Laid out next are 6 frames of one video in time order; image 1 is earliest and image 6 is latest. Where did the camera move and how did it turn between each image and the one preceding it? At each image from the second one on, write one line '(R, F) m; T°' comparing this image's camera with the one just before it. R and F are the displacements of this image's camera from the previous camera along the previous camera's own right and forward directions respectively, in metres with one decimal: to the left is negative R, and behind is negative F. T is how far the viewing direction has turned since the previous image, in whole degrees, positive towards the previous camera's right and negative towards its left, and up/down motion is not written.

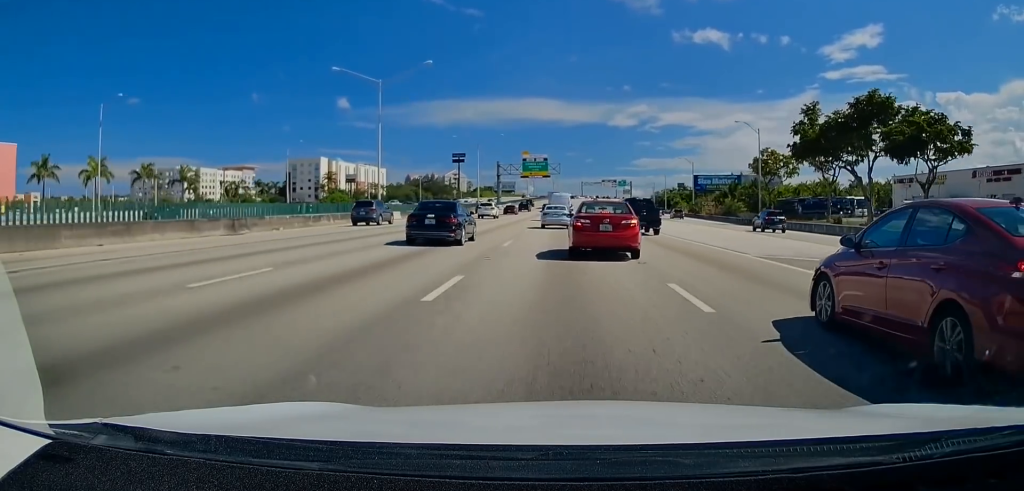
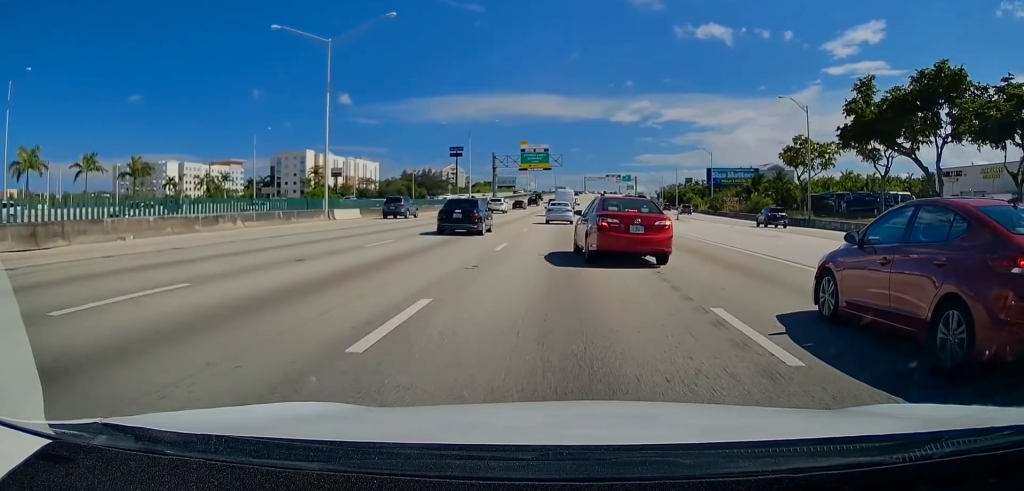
(0.0, +15.0) m; +1°
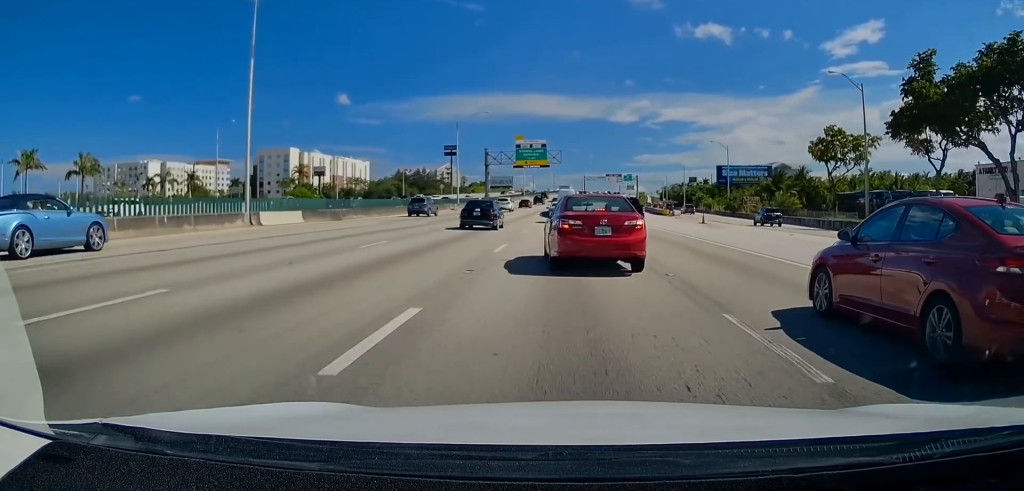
(+0.2, +12.5) m; 0°
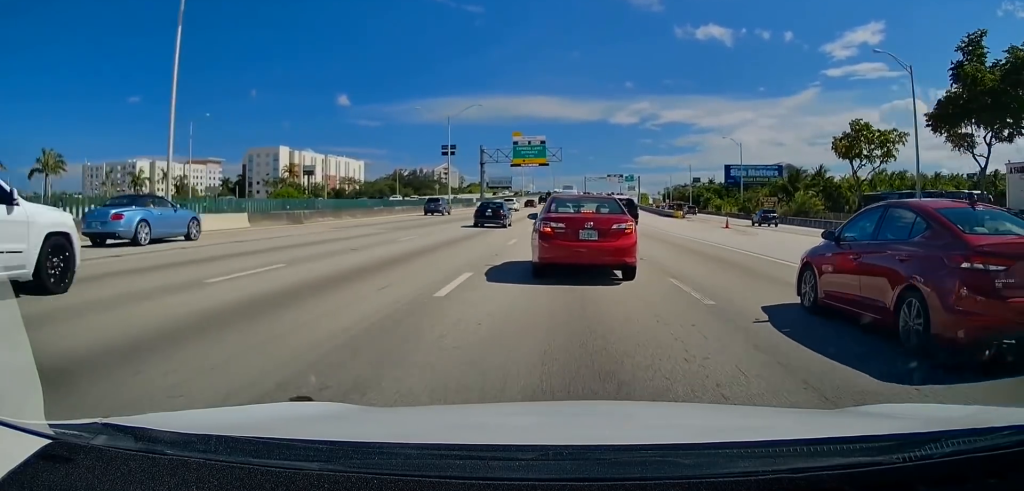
(+0.2, +8.2) m; 0°
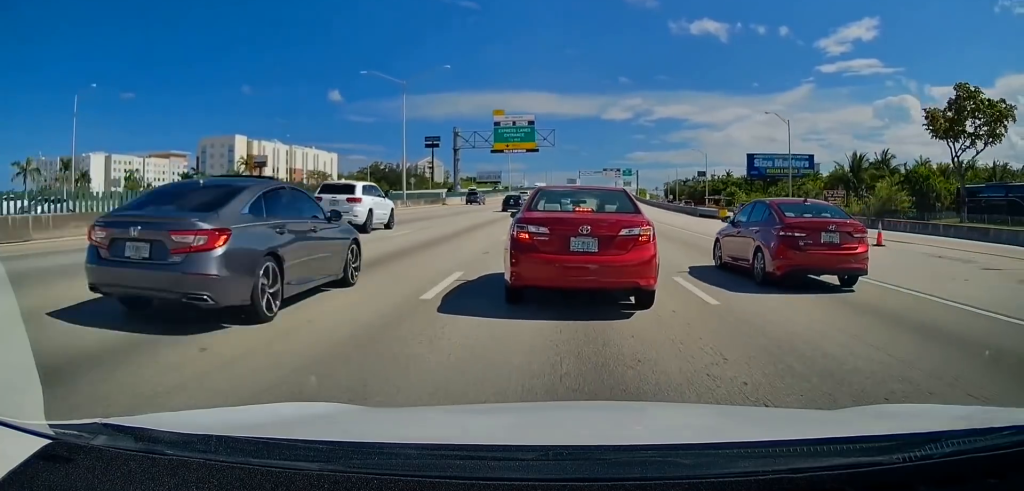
(-0.4, +23.6) m; -1°
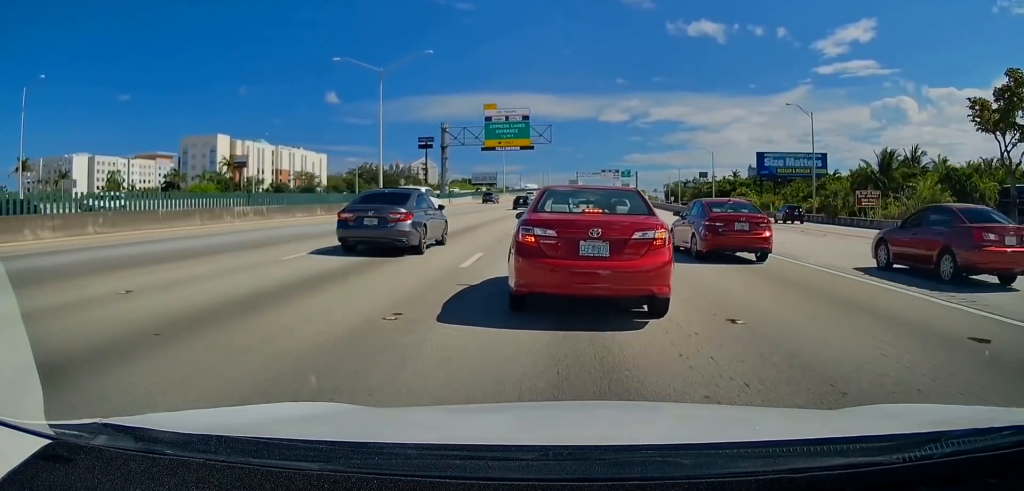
(+0.1, +8.6) m; 0°
